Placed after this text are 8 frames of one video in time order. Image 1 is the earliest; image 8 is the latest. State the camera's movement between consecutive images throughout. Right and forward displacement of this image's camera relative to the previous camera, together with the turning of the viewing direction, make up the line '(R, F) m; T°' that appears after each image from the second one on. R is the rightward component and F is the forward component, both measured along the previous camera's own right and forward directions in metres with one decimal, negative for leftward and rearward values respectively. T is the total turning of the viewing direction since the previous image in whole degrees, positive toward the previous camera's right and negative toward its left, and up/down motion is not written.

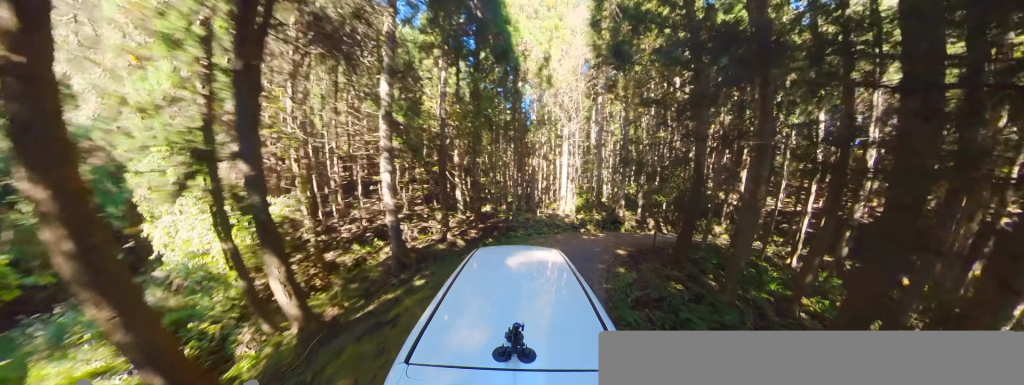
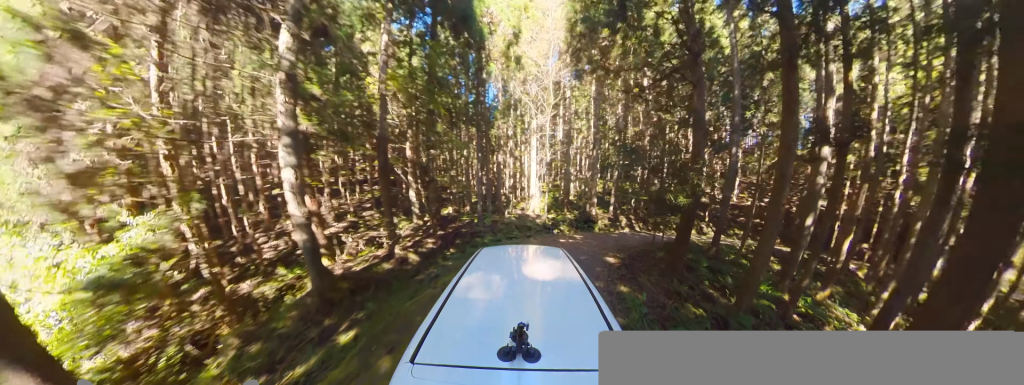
(+0.7, +1.7) m; +21°
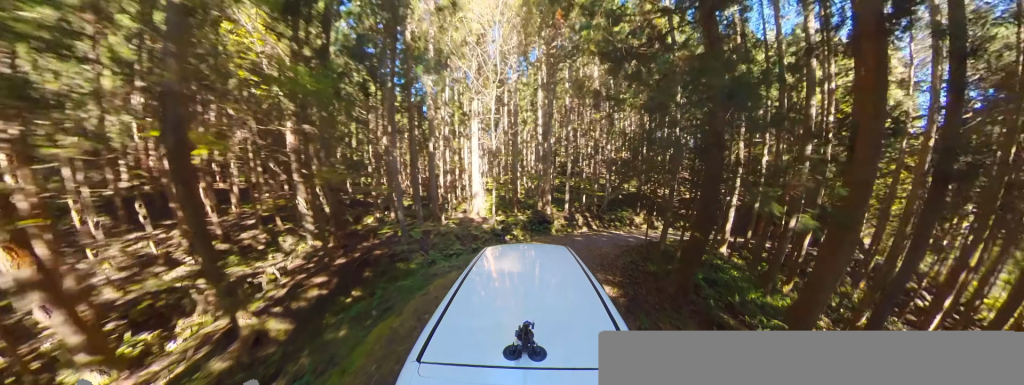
(+0.9, +3.2) m; +10°
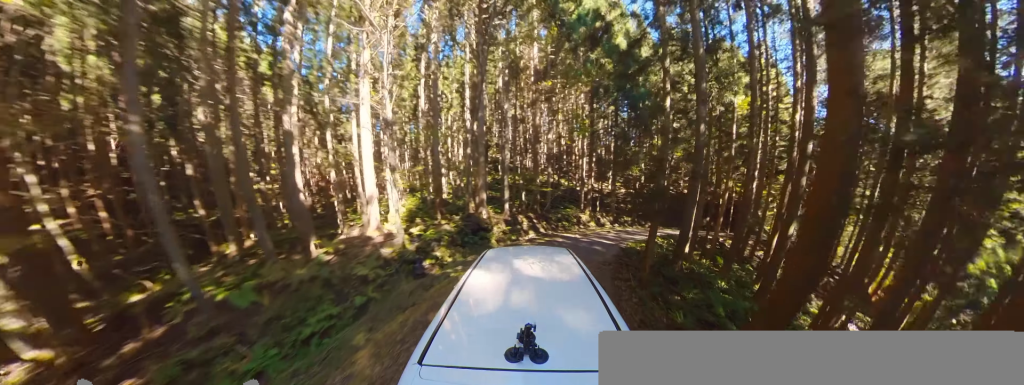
(-0.1, +3.8) m; 0°
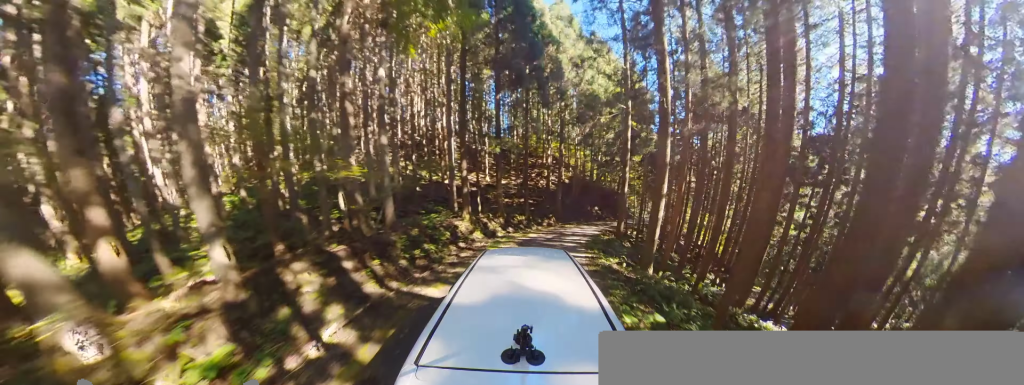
(+1.8, +7.2) m; +34°
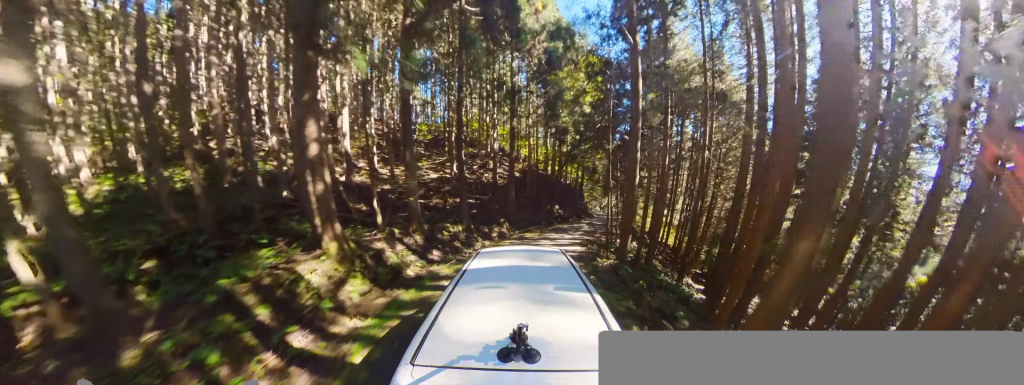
(+0.8, +5.9) m; +9°
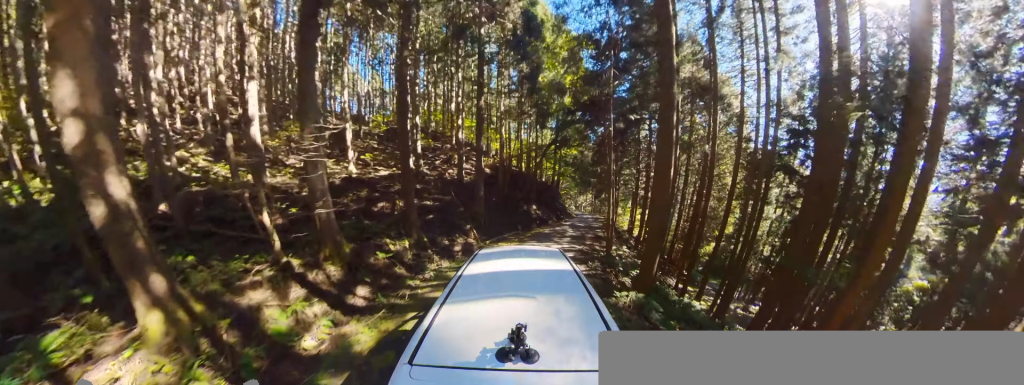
(+0.3, +2.8) m; 0°
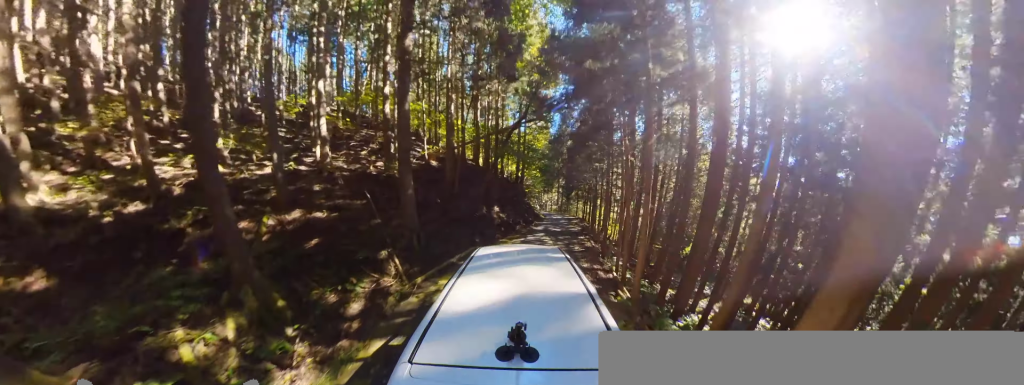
(-0.5, +4.8) m; -1°
